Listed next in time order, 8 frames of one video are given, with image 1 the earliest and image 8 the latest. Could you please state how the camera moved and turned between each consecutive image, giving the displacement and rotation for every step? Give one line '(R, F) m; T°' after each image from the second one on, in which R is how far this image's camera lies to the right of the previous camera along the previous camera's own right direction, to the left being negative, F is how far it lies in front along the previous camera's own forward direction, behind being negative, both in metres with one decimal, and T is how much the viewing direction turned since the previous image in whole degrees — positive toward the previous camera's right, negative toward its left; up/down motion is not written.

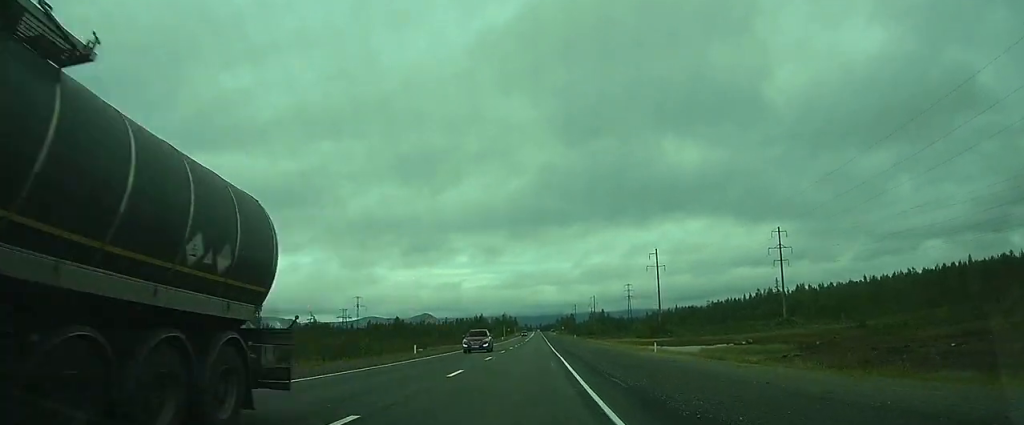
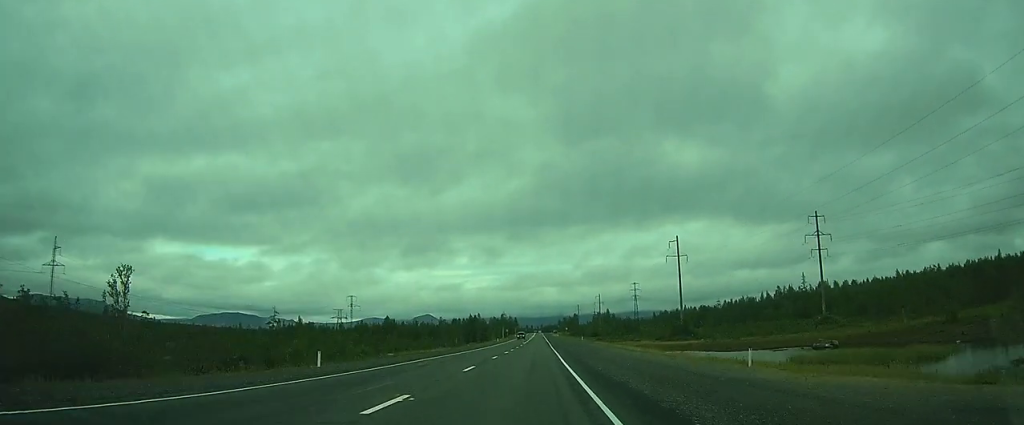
(0.0, +19.4) m; 0°
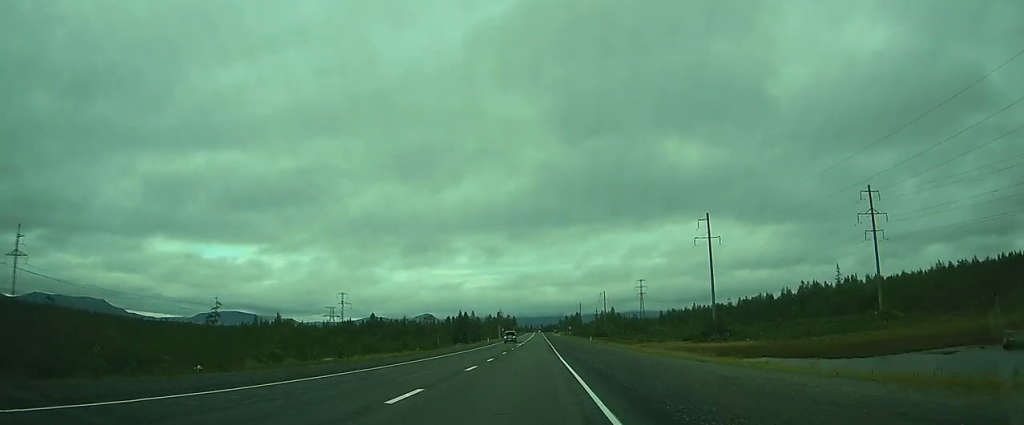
(0.0, +21.4) m; 0°
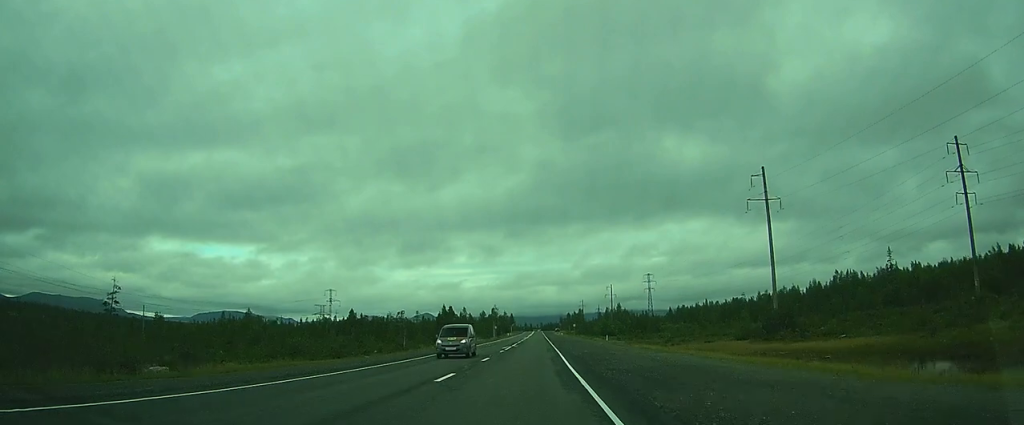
(+0.2, +24.8) m; +1°
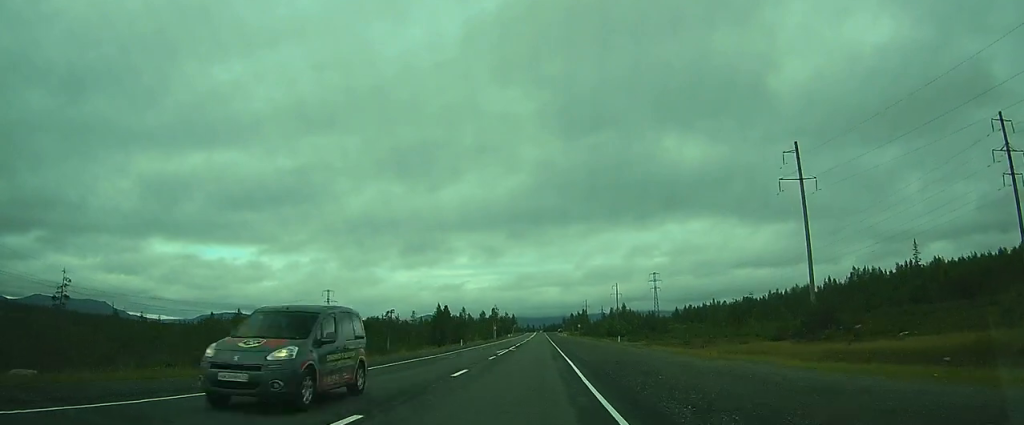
(0.0, +9.2) m; 0°
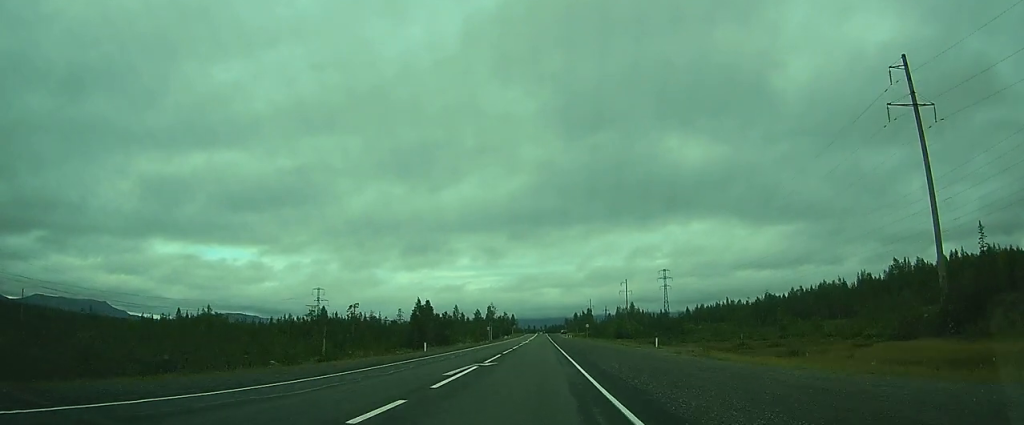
(+0.1, +20.3) m; 0°
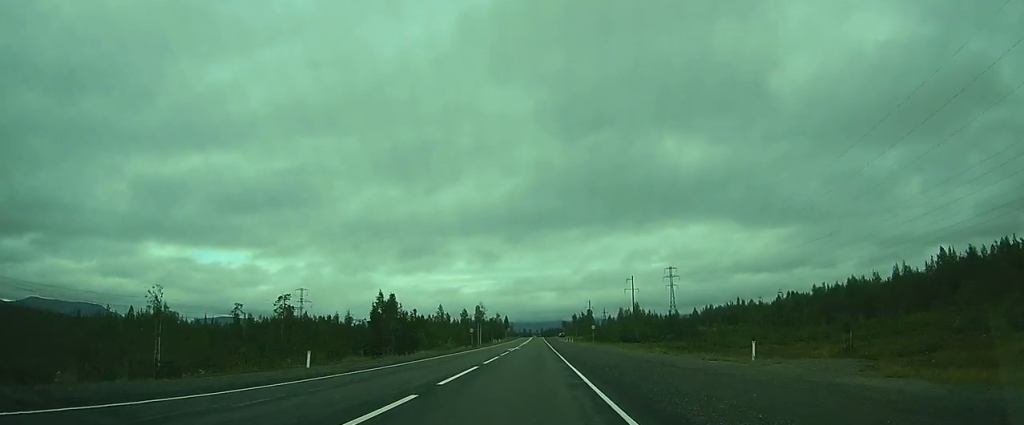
(0.0, +21.0) m; +1°
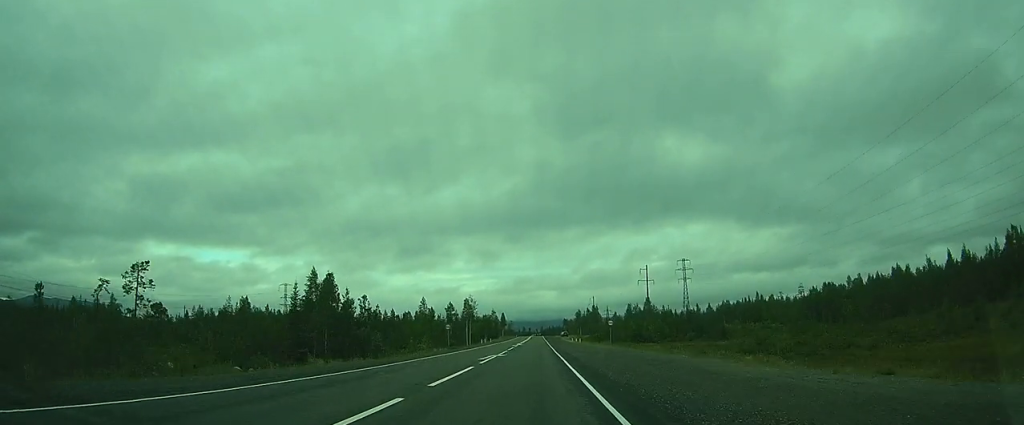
(+0.2, +23.3) m; -1°
